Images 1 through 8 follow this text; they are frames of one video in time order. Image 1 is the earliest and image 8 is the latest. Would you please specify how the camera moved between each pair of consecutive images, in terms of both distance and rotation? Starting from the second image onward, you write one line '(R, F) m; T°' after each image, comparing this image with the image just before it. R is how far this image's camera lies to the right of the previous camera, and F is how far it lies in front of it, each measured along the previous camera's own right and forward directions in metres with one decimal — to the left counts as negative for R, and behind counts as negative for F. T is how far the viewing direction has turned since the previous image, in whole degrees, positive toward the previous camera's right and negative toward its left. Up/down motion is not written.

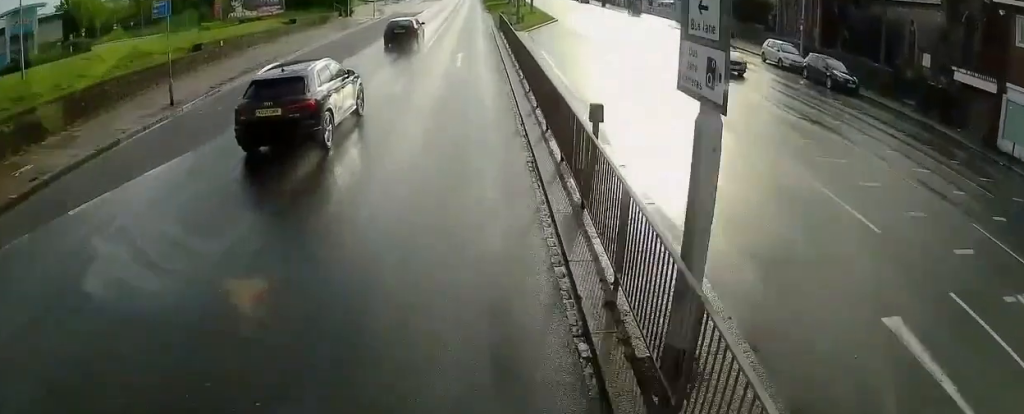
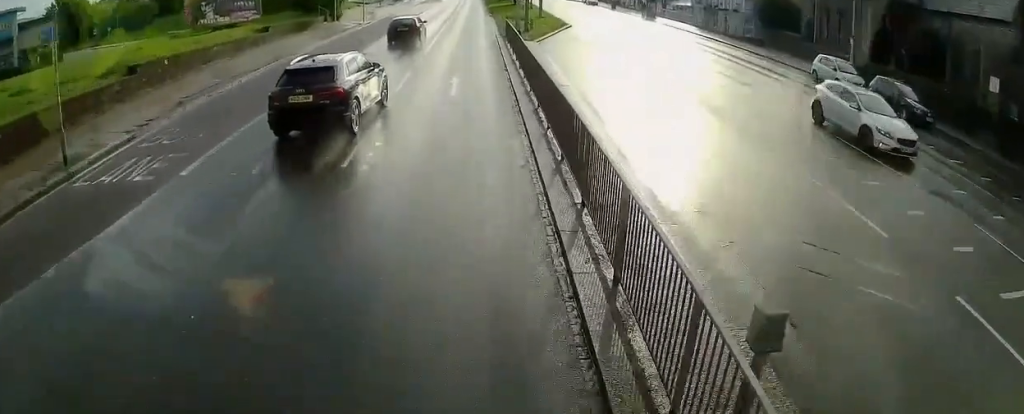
(0.0, +6.1) m; -1°
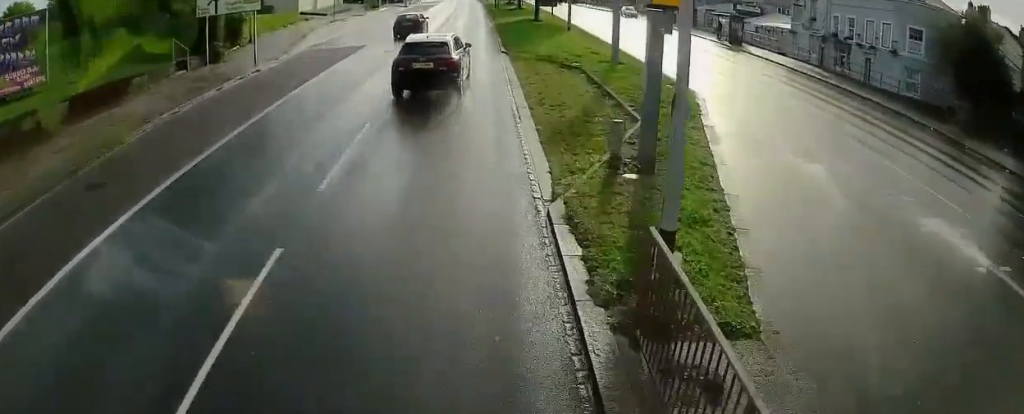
(-0.1, +25.6) m; -1°
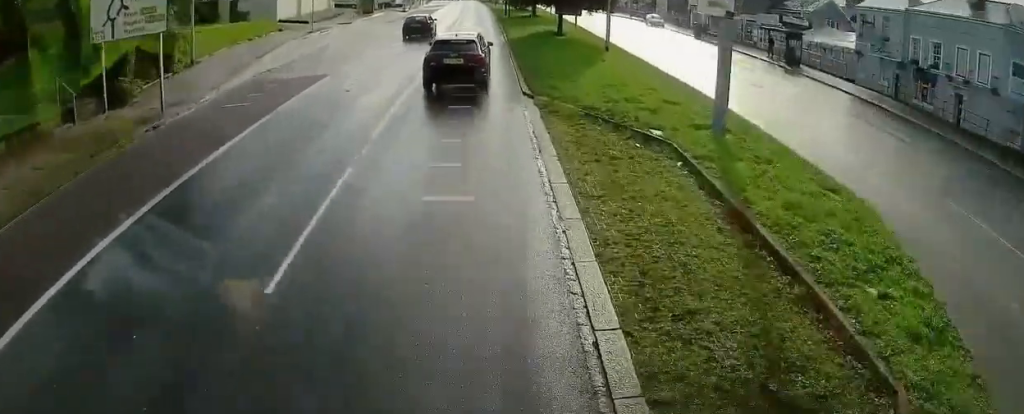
(-0.3, +9.0) m; -2°
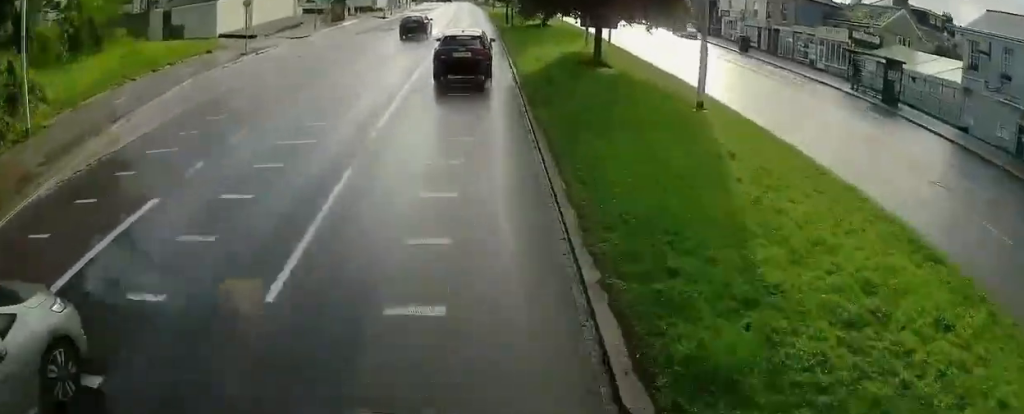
(0.0, +12.1) m; 0°
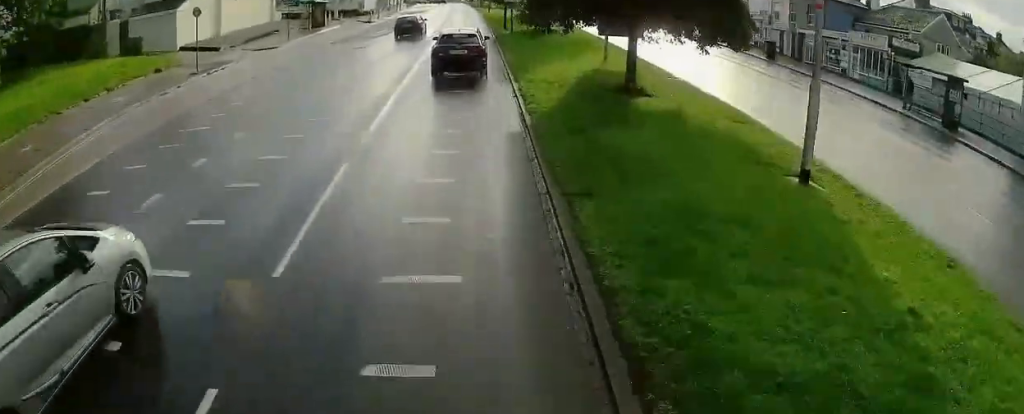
(0.0, +5.4) m; +1°
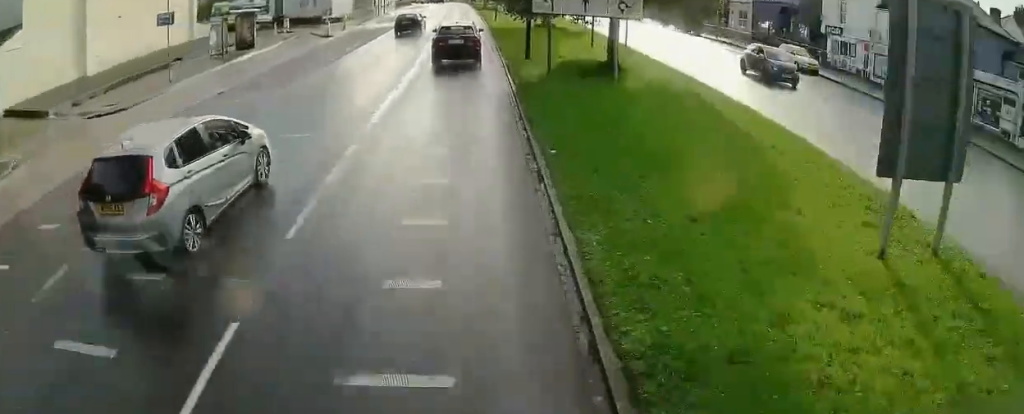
(+0.3, +16.4) m; +2°
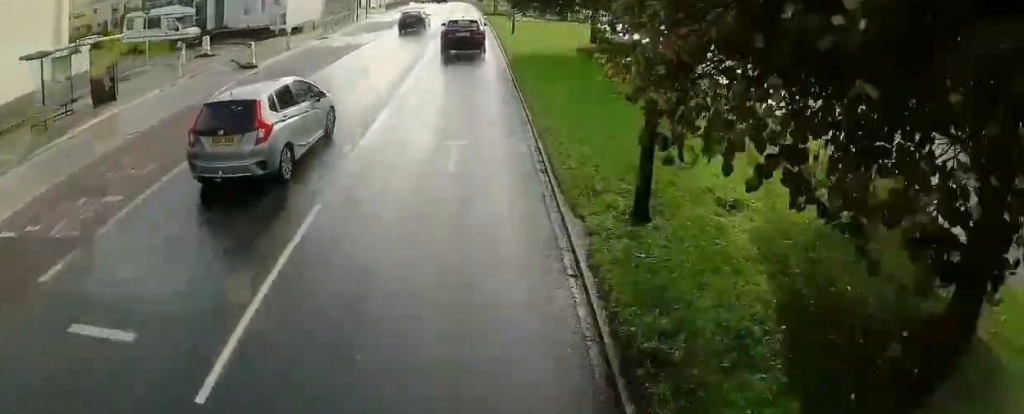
(-0.1, +14.4) m; -2°
